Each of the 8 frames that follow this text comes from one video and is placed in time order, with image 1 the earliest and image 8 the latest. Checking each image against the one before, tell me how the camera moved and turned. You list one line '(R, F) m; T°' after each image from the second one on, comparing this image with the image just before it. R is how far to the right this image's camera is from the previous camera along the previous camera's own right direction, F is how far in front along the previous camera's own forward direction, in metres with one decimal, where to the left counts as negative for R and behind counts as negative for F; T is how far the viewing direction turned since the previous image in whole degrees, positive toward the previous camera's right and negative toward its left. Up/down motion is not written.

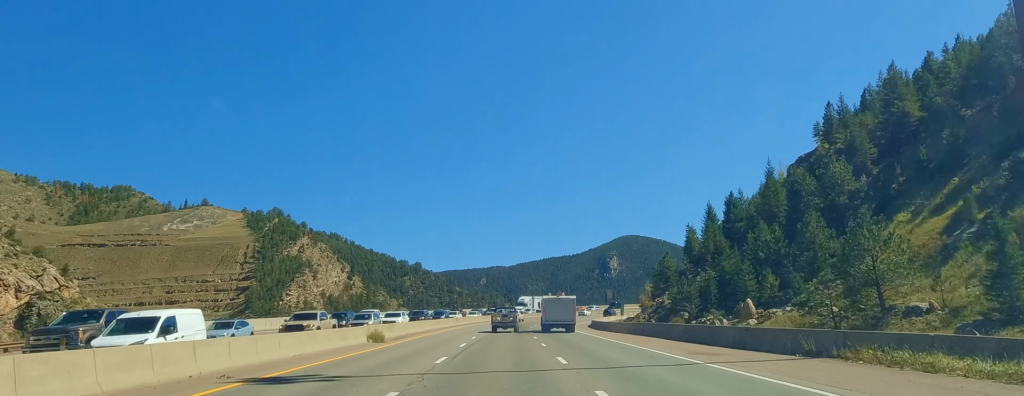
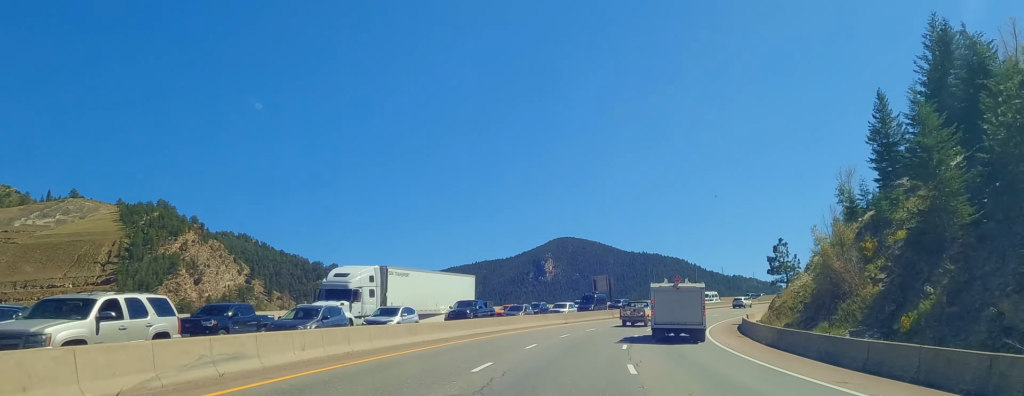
(+7.6, +99.7) m; +13°
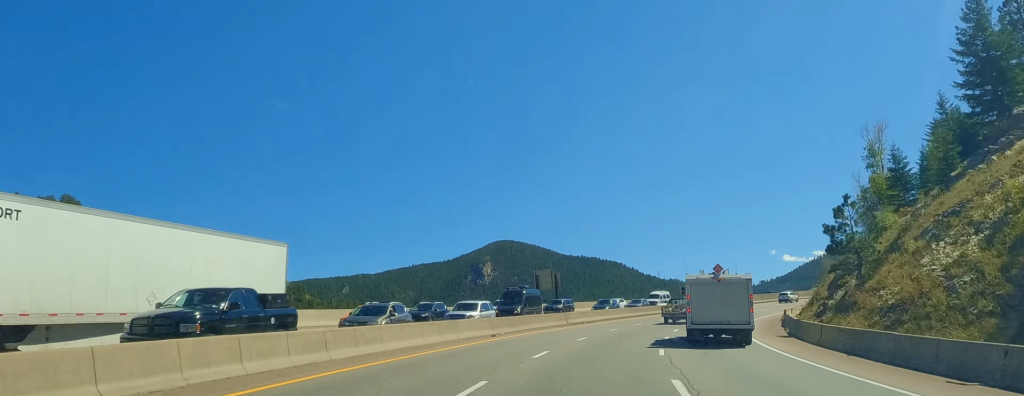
(+2.1, +27.1) m; +7°
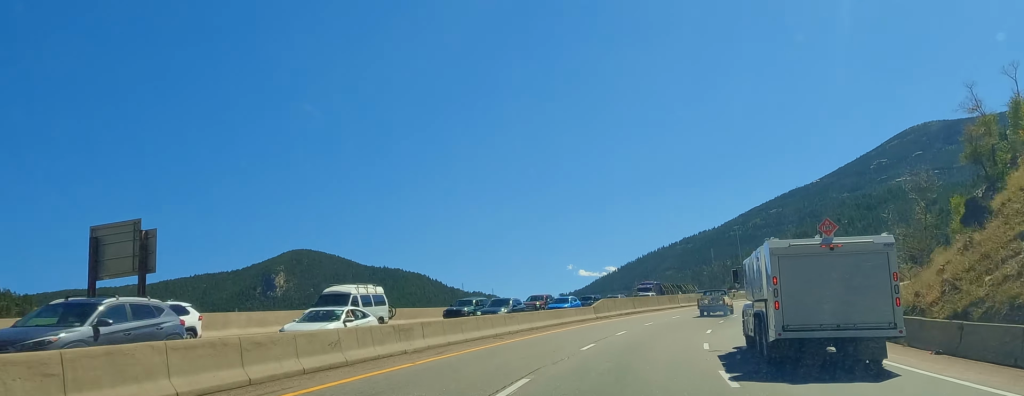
(+9.8, +62.1) m; +17°
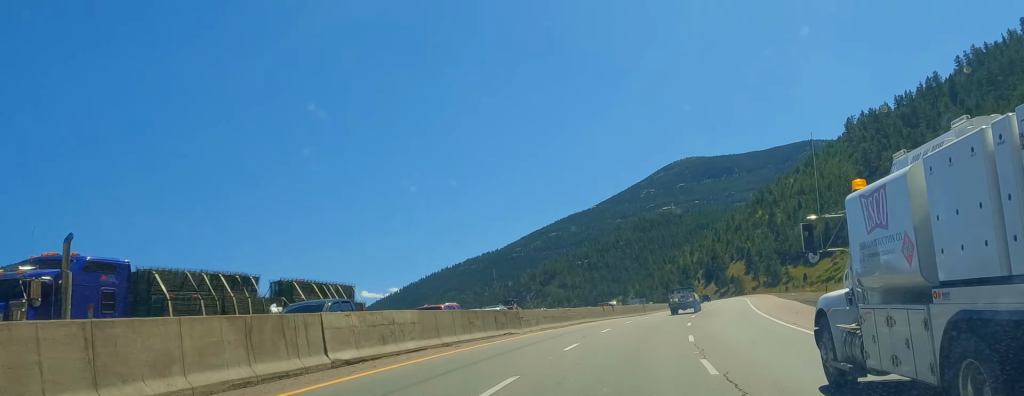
(+7.7, +63.9) m; +14°
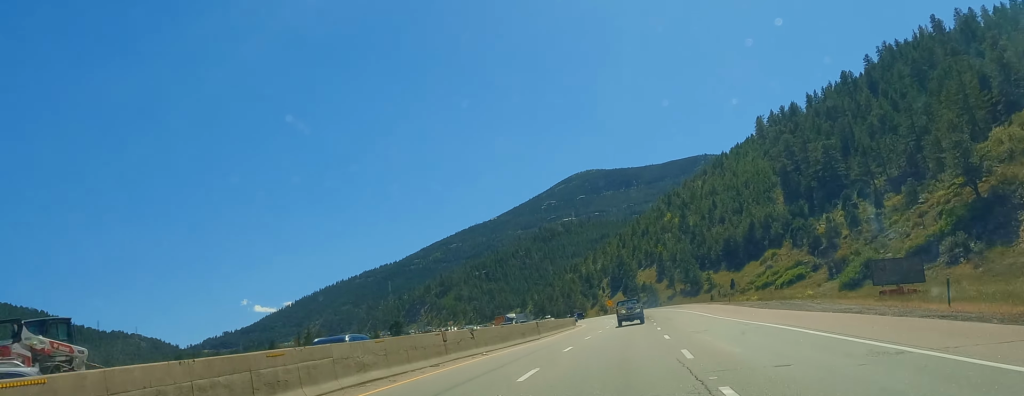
(+2.9, +38.4) m; +5°
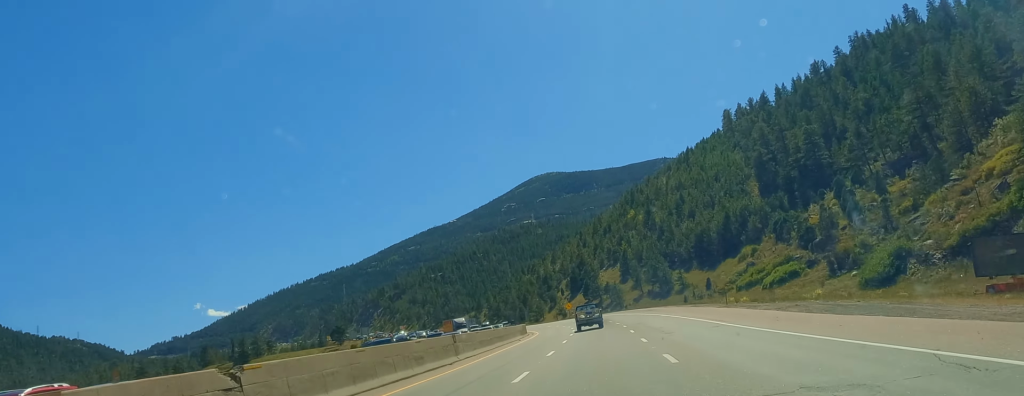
(+0.5, +21.4) m; +1°
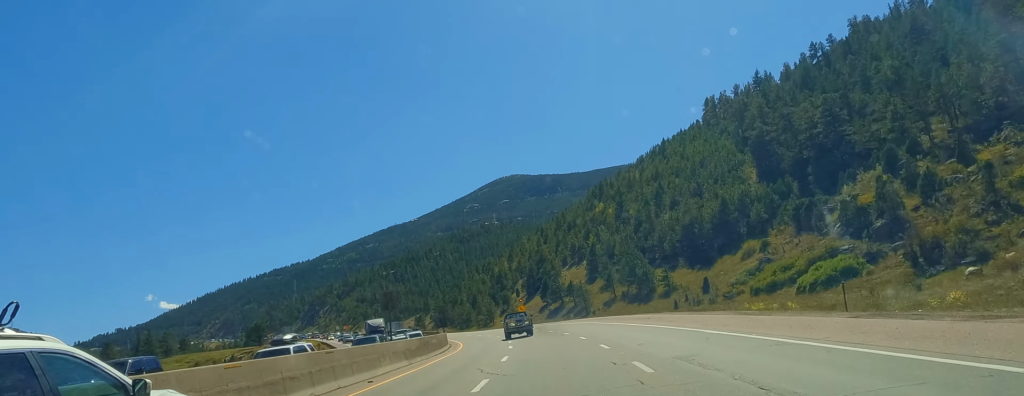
(+1.2, +34.7) m; -2°
